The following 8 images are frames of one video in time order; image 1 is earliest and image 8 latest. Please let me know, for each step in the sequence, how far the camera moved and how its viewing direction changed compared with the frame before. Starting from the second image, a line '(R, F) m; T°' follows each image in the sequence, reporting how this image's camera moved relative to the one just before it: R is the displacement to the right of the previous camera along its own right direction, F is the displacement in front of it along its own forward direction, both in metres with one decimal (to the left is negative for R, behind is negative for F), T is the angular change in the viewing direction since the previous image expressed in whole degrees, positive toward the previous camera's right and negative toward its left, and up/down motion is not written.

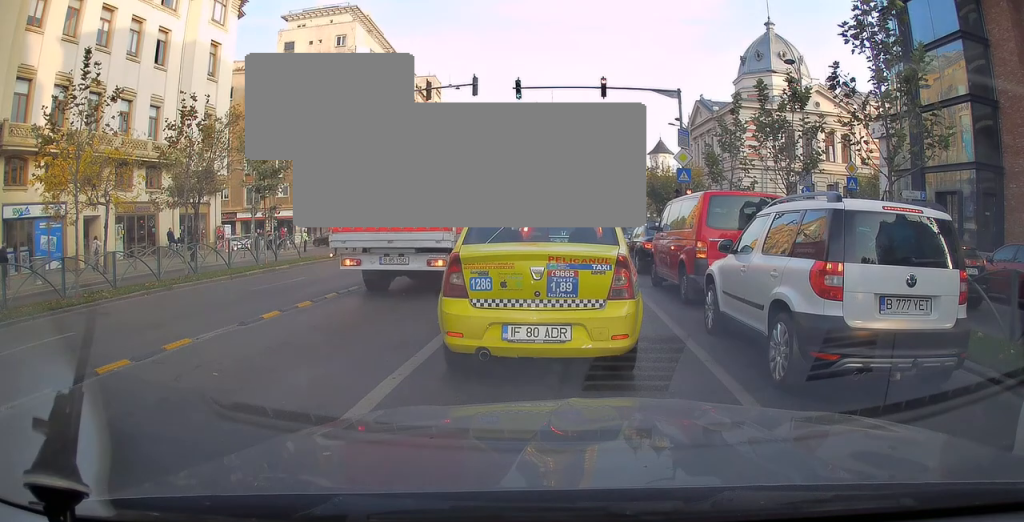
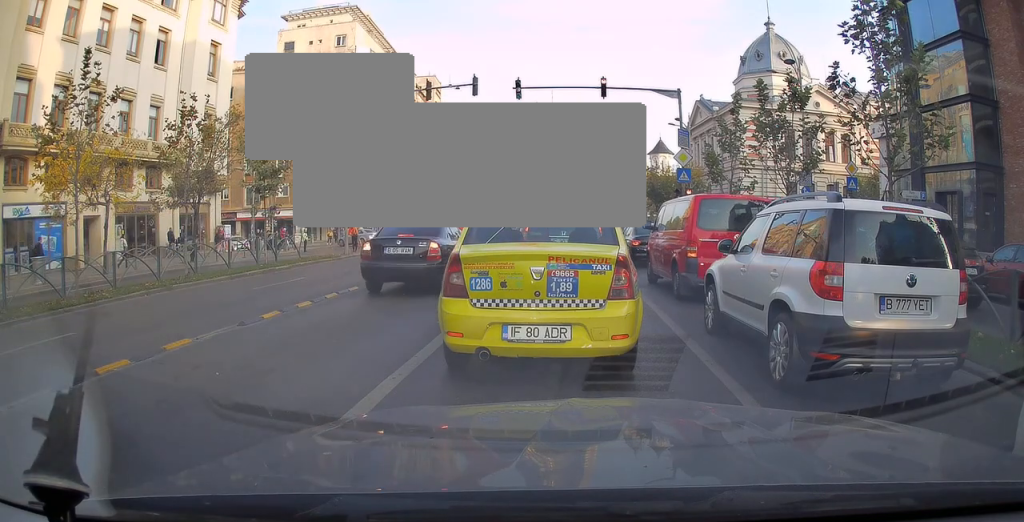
(0.0, 0.0) m; 0°
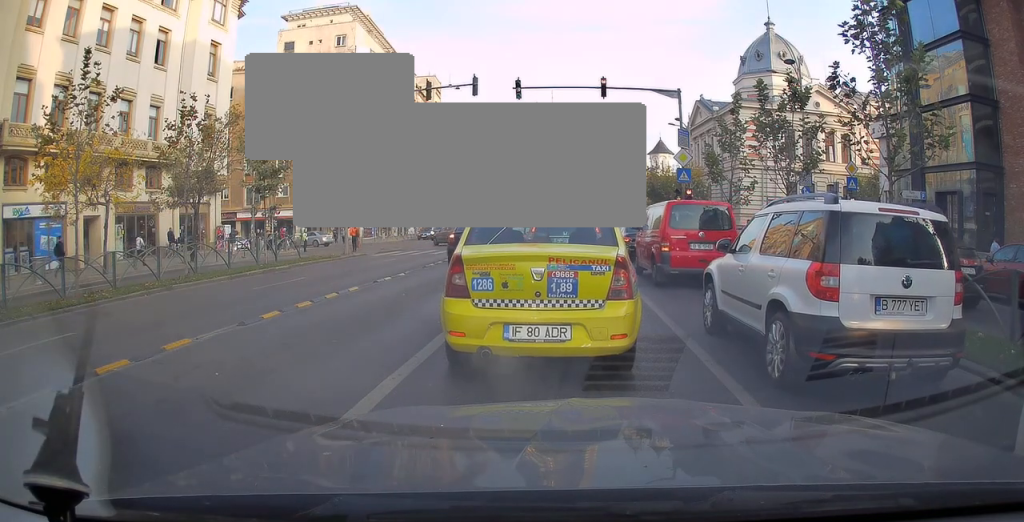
(0.0, 0.0) m; 0°
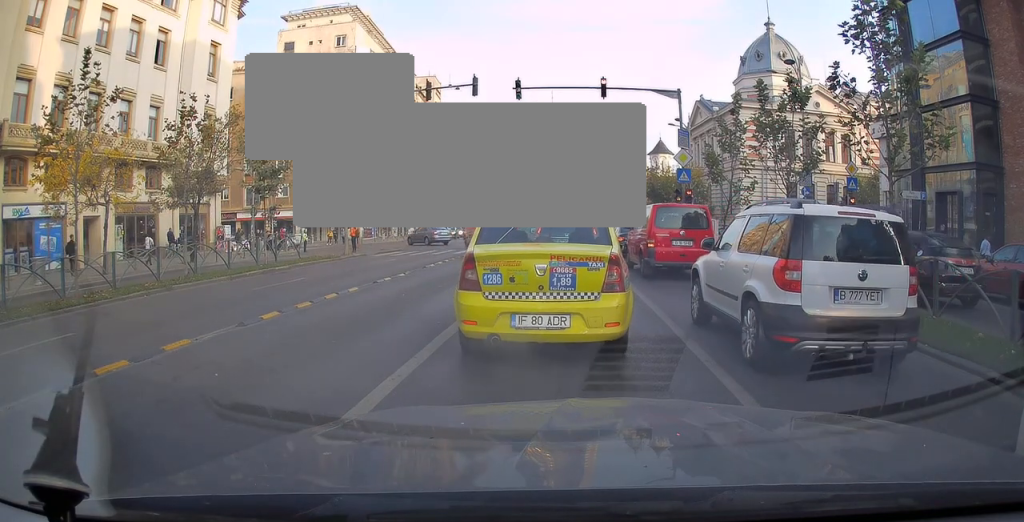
(0.0, +0.1) m; 0°
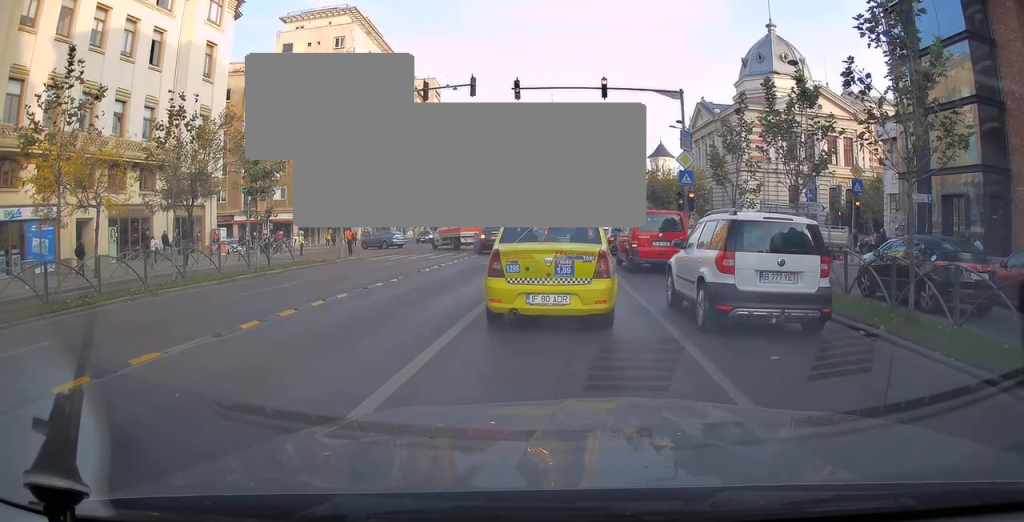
(0.0, +0.7) m; 0°
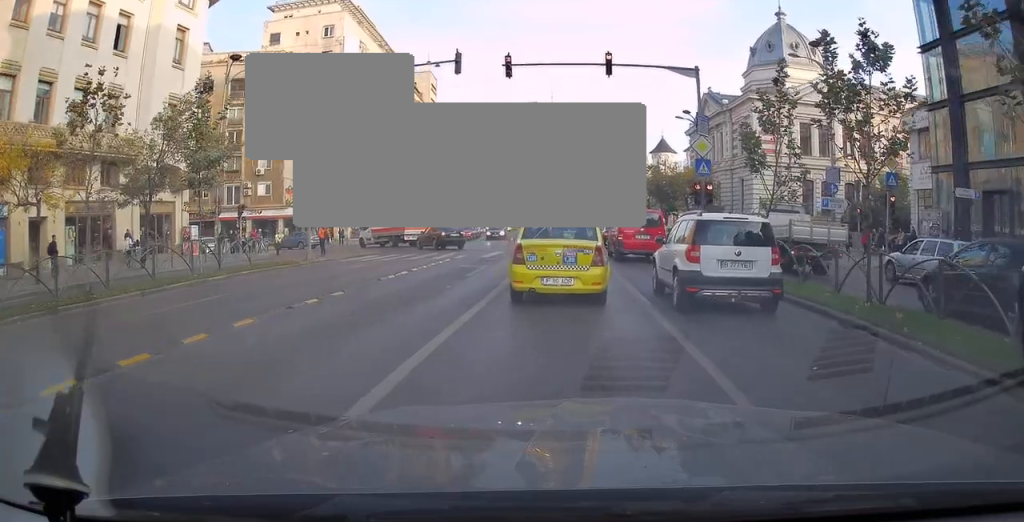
(0.0, +3.6) m; -1°
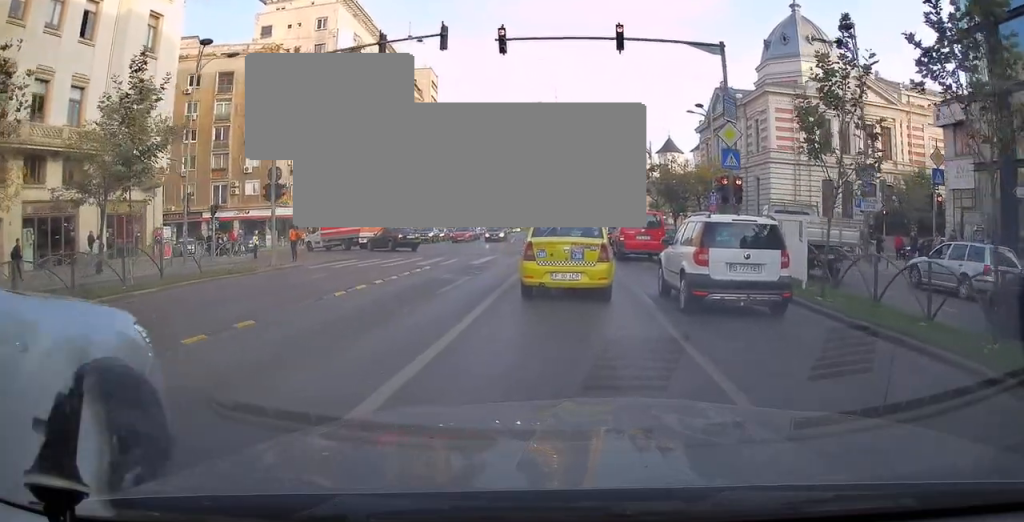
(0.0, +3.3) m; -1°
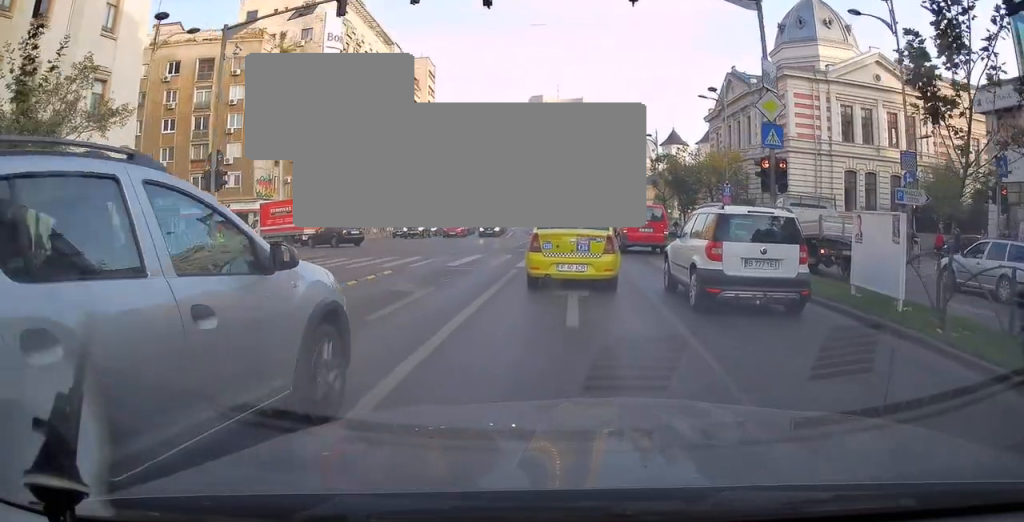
(-0.1, +3.9) m; -1°
